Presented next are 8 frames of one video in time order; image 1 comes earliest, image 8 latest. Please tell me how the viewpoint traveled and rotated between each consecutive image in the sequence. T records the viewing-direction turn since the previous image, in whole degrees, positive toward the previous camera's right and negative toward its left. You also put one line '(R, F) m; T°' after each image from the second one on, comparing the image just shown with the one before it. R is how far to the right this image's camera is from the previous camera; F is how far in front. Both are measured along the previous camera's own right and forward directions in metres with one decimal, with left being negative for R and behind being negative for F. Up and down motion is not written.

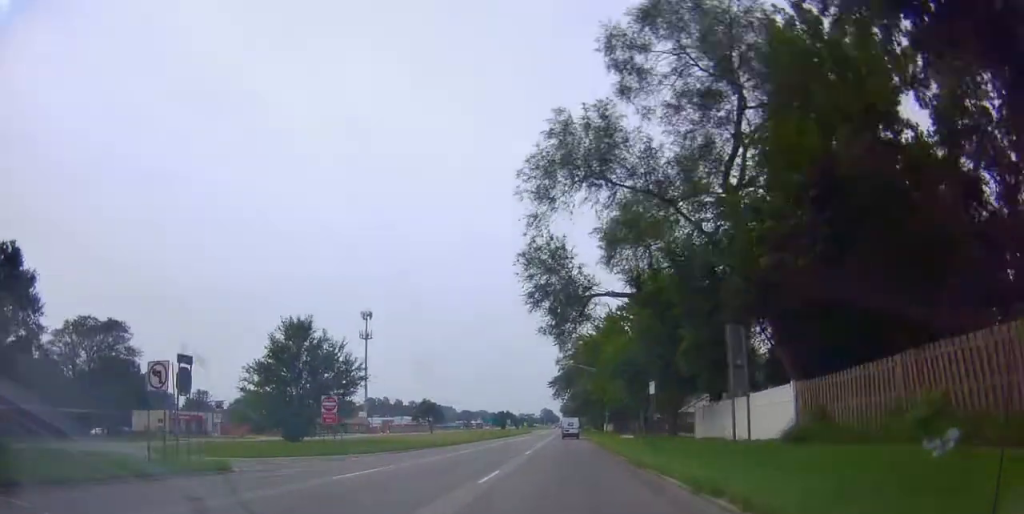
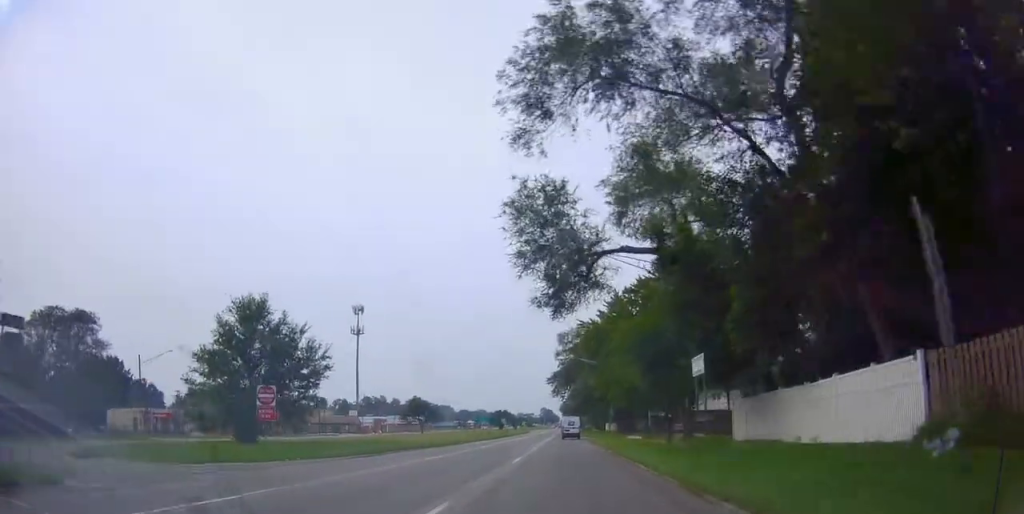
(-0.2, +7.8) m; 0°
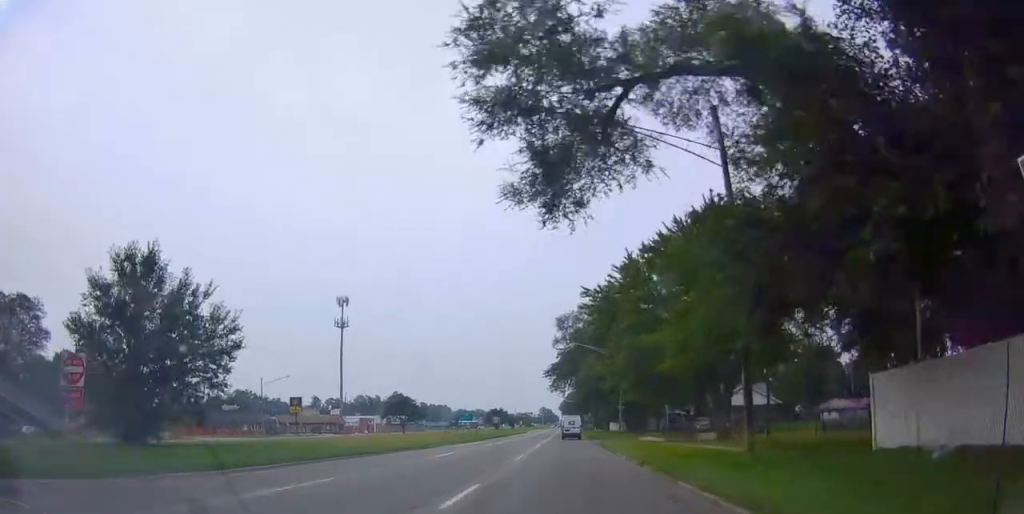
(+0.2, +13.0) m; -1°
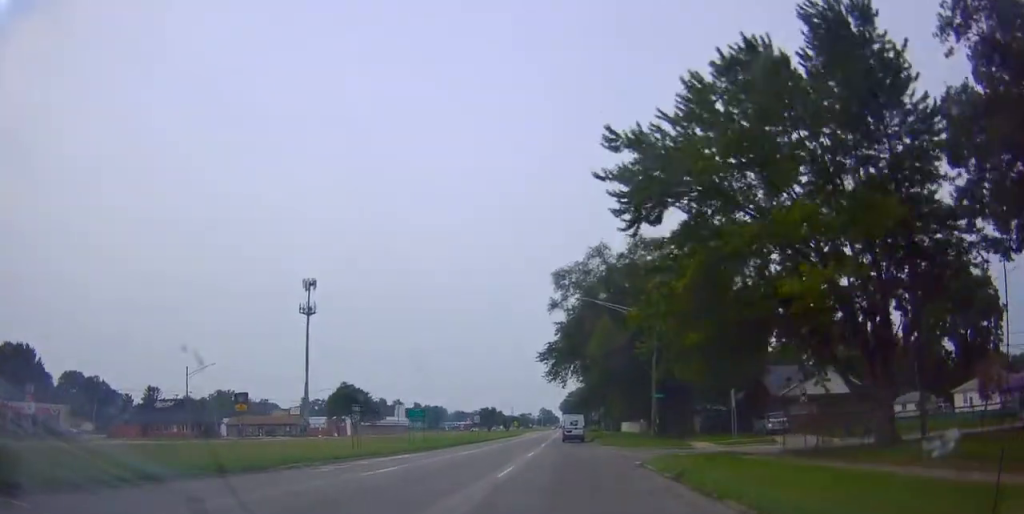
(-0.6, +24.5) m; 0°
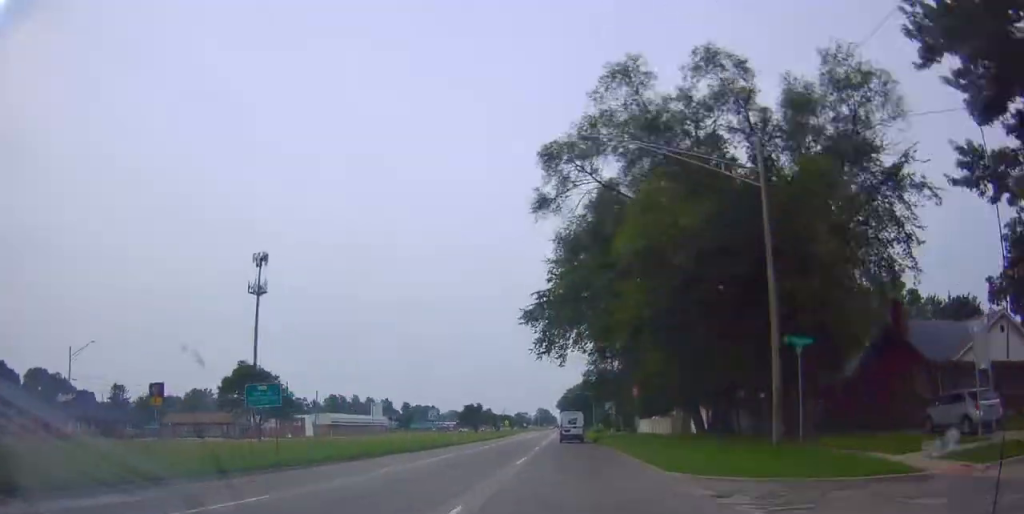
(+0.9, +25.3) m; +2°
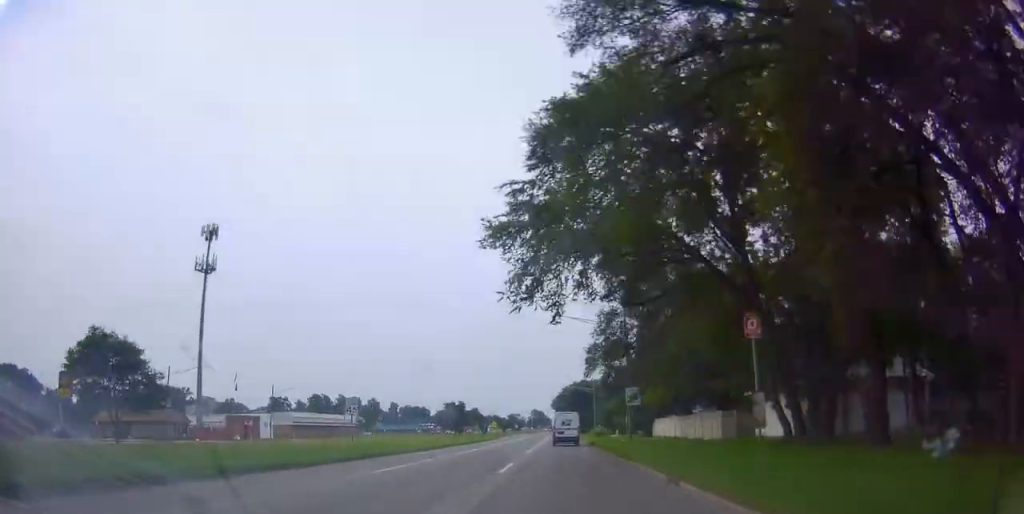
(0.0, +18.9) m; 0°
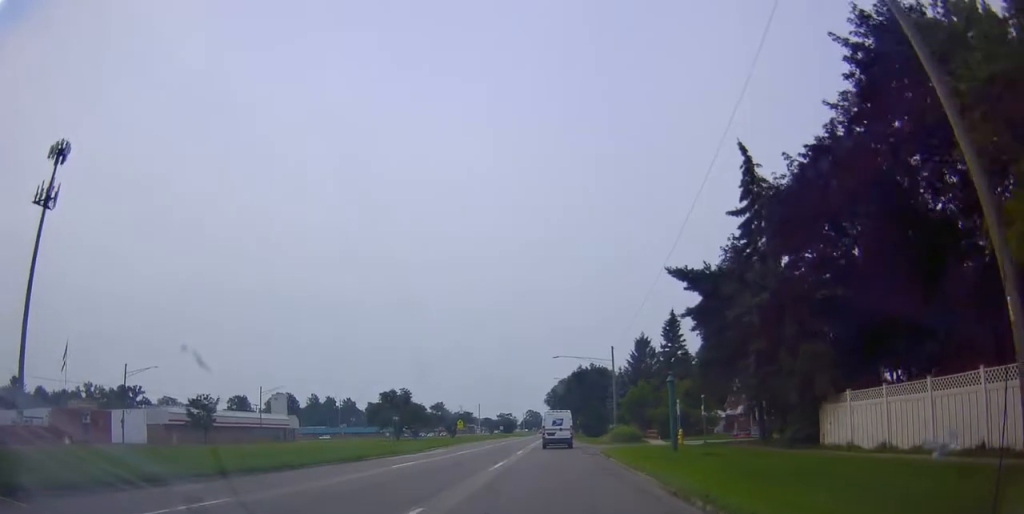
(0.0, +41.9) m; +2°
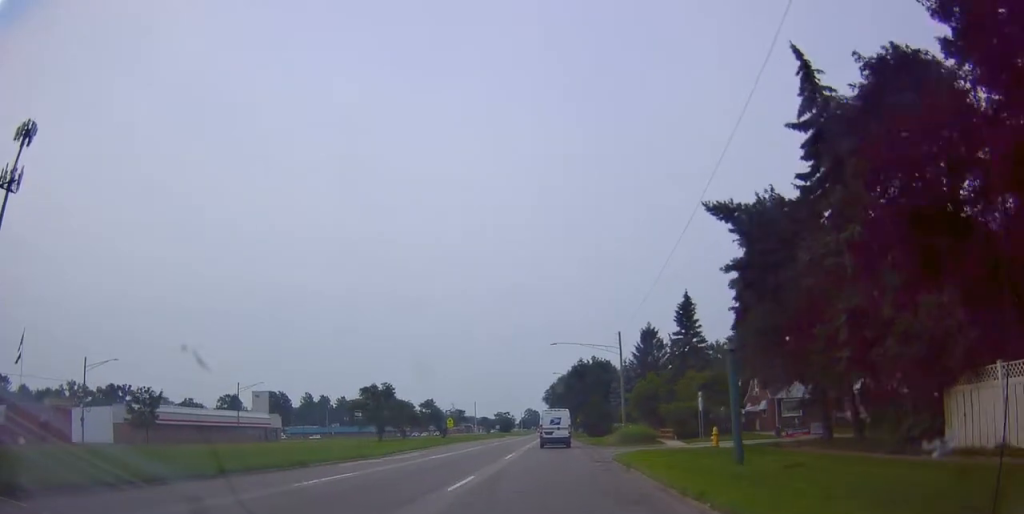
(+0.1, +7.8) m; +1°
